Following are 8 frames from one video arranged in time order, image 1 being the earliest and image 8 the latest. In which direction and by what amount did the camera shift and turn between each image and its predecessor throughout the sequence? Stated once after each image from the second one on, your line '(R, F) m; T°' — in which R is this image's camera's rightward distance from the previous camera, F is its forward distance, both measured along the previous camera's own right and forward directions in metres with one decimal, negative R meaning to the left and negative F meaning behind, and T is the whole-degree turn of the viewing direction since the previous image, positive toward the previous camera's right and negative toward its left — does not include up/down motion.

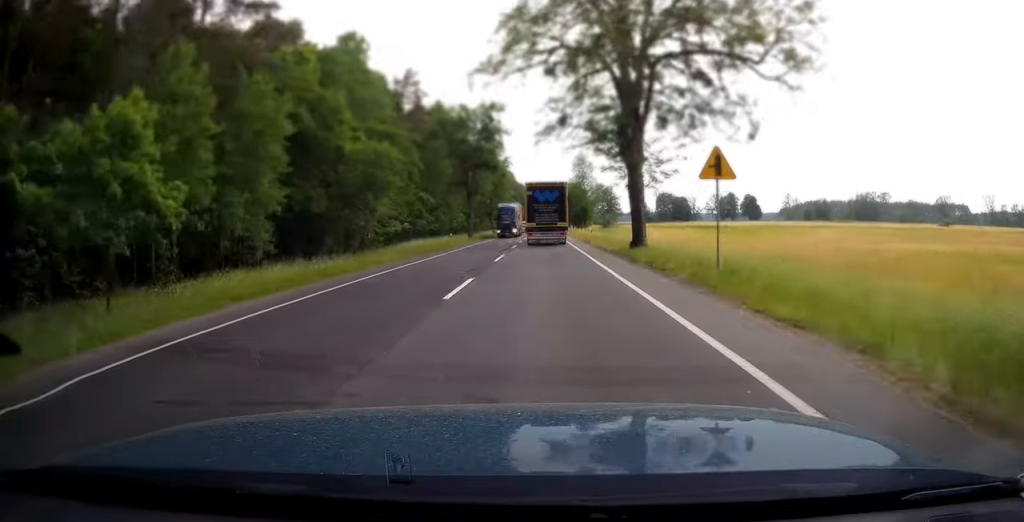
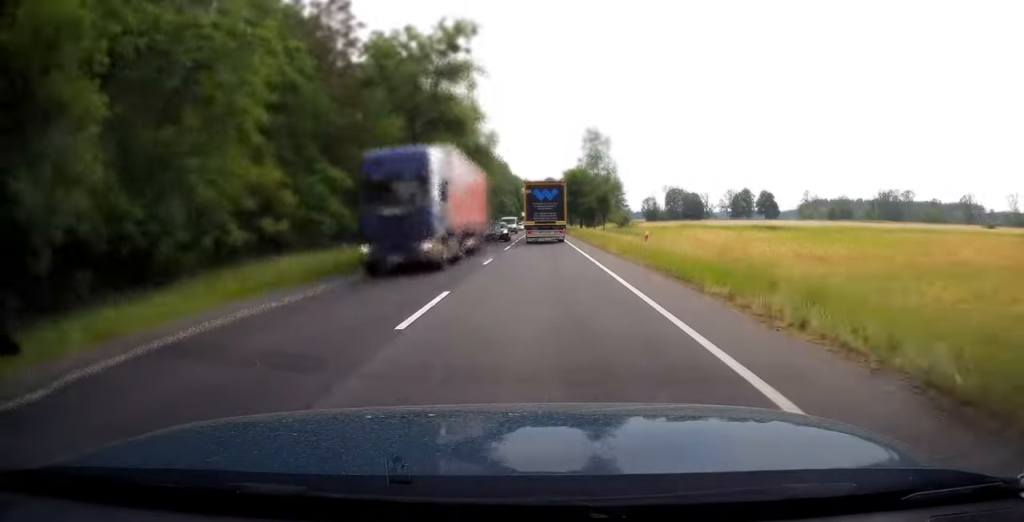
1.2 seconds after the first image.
(+0.2, +27.3) m; 0°
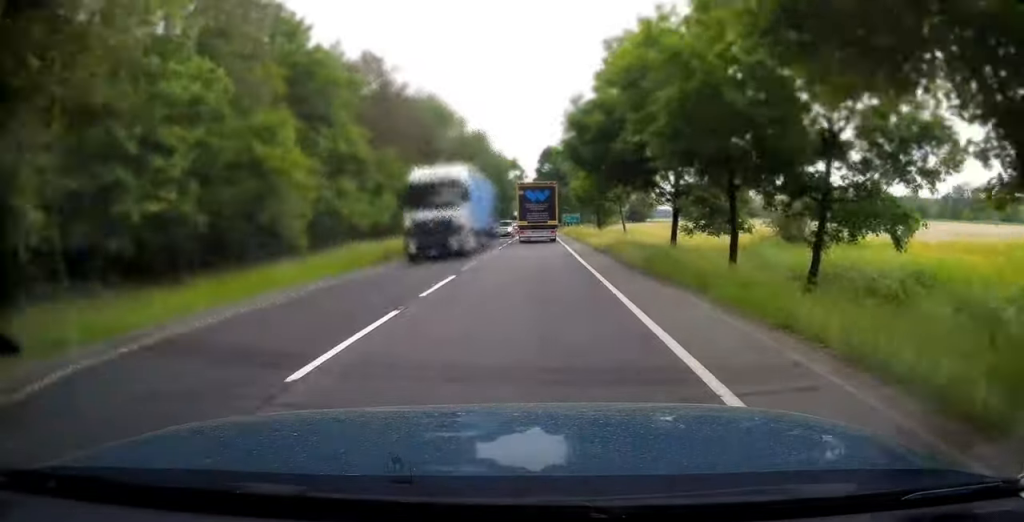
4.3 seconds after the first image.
(-0.3, +69.4) m; 0°
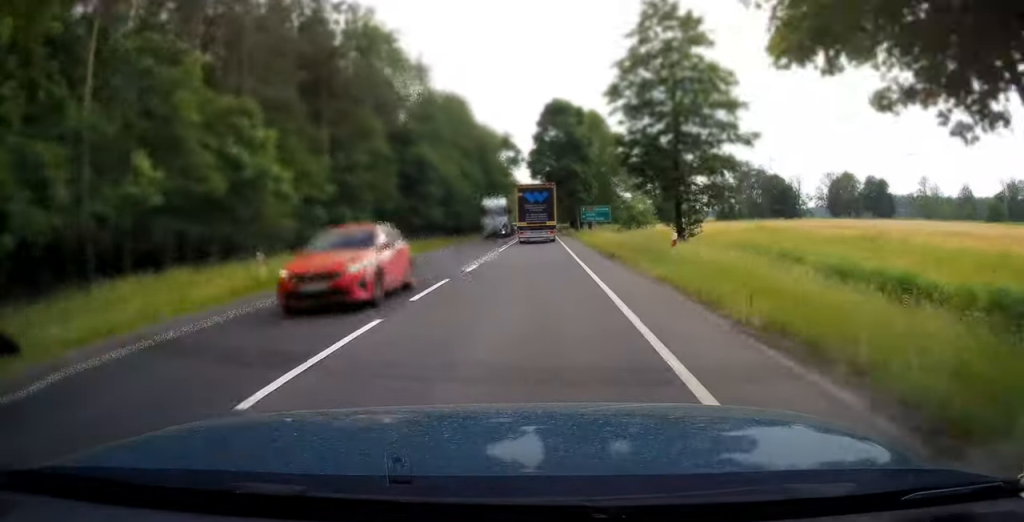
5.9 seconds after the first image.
(+0.1, +37.4) m; 0°
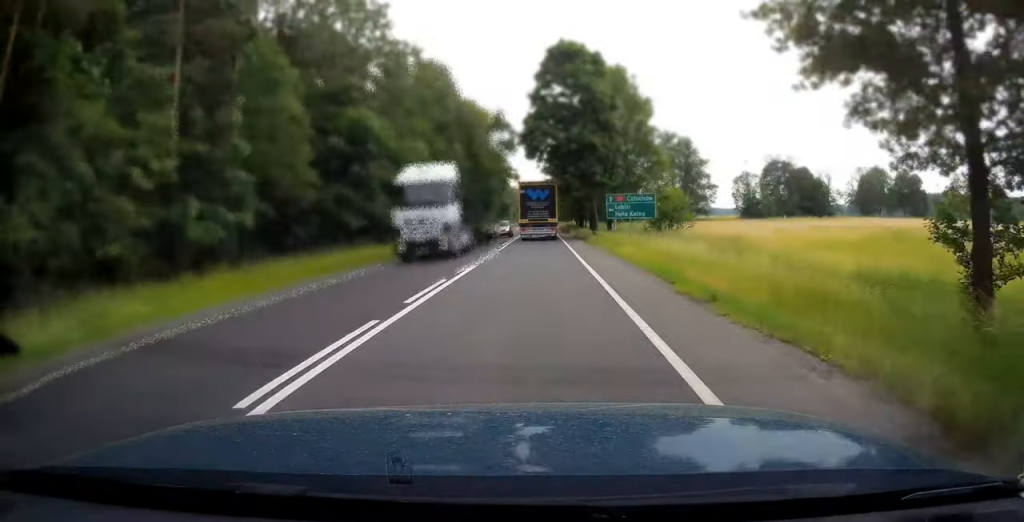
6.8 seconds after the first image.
(-0.1, +19.4) m; 0°
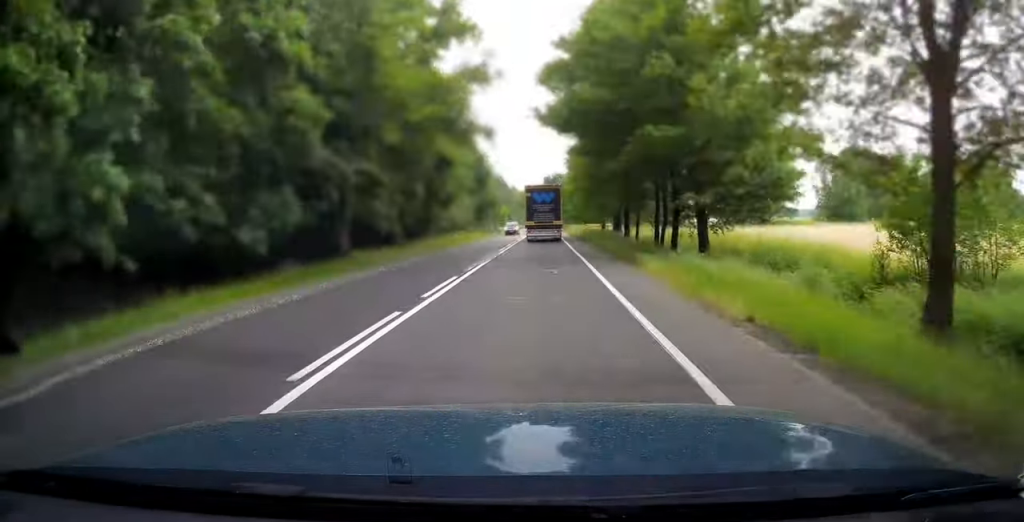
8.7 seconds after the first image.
(0.0, +42.5) m; 0°
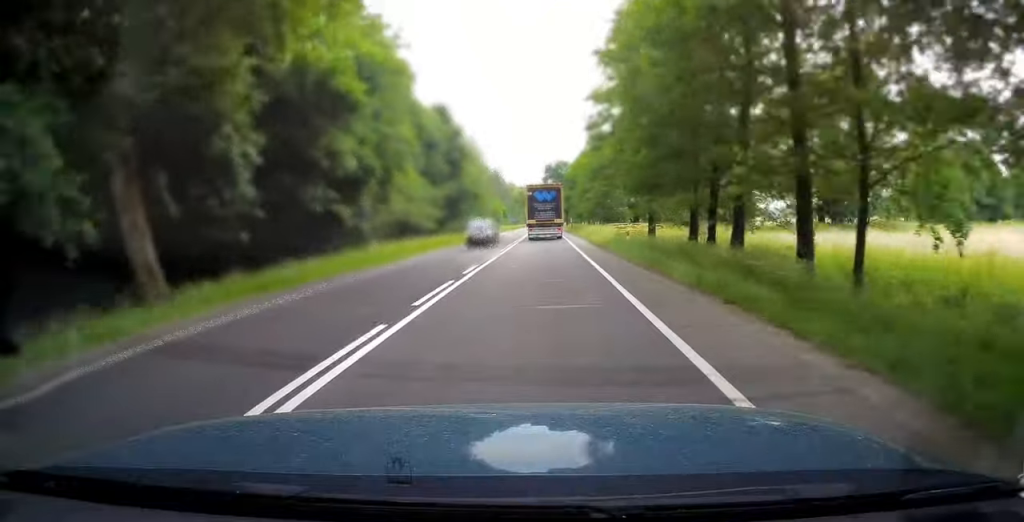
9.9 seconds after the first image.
(0.0, +26.0) m; 0°
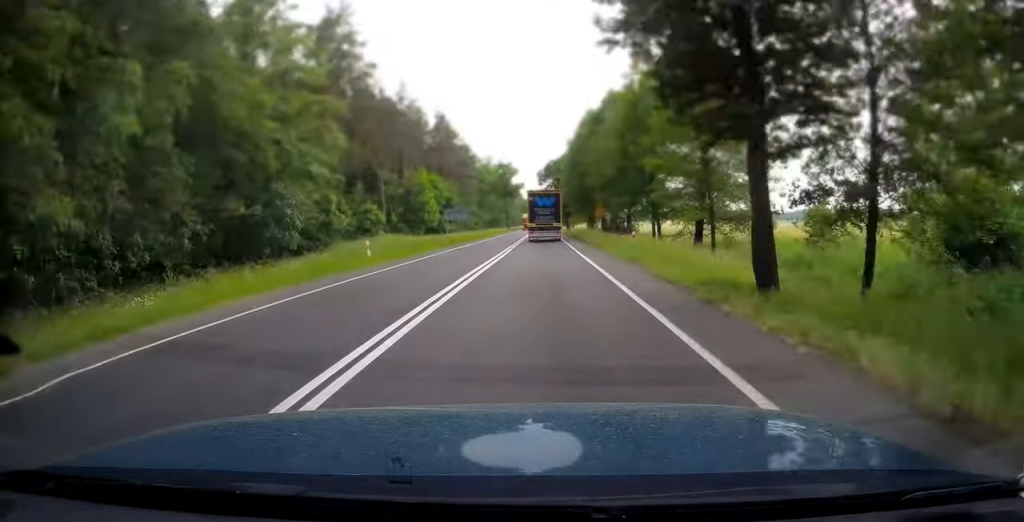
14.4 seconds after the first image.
(-0.4, +100.5) m; 0°
